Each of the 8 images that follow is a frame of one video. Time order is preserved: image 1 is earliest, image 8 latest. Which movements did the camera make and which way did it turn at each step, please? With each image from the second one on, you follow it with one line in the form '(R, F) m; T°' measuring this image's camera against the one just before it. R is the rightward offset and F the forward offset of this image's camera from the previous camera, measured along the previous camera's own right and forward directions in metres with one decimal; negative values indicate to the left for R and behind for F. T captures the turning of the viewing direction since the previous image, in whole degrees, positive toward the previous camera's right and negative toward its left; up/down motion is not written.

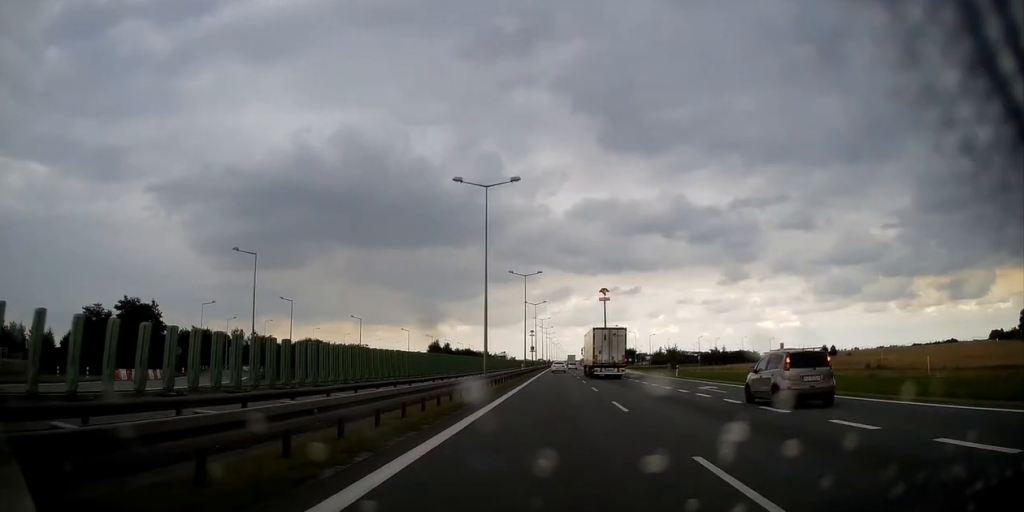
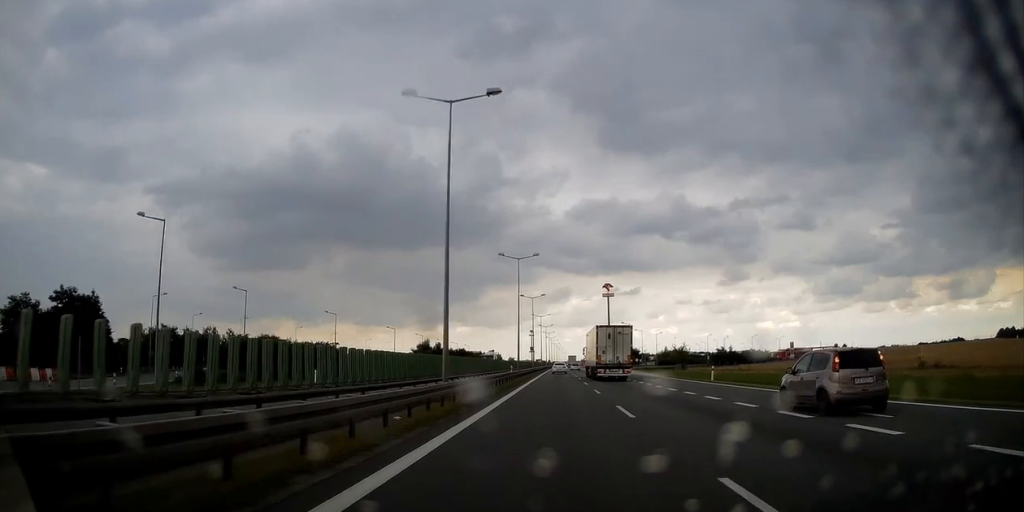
(-0.2, +13.5) m; 0°
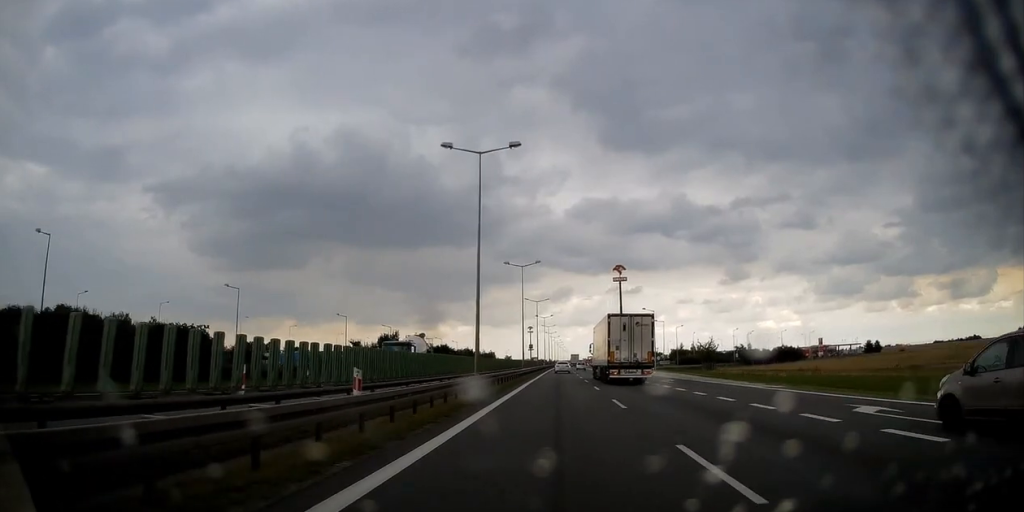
(0.0, +33.2) m; 0°
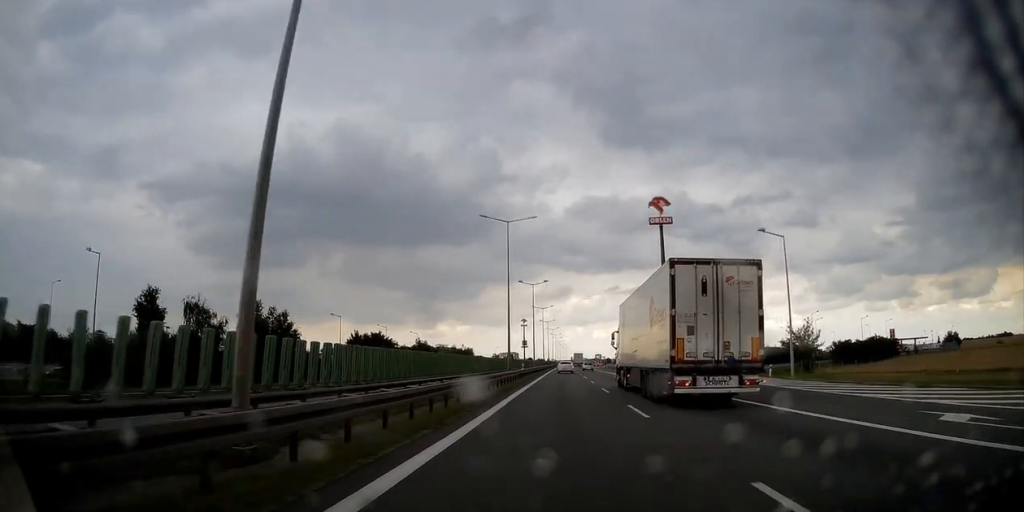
(+0.7, +62.9) m; +1°
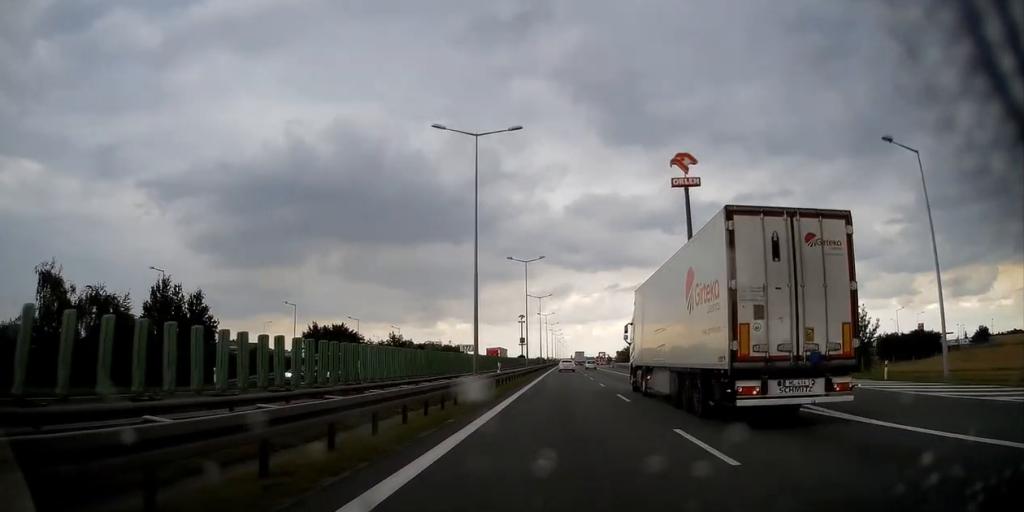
(+0.1, +18.9) m; 0°
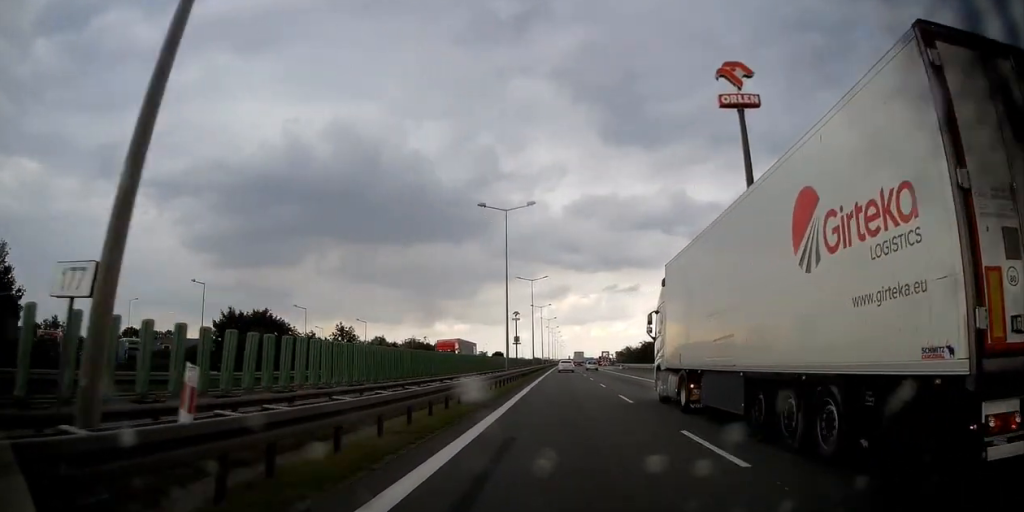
(-0.3, +23.1) m; 0°
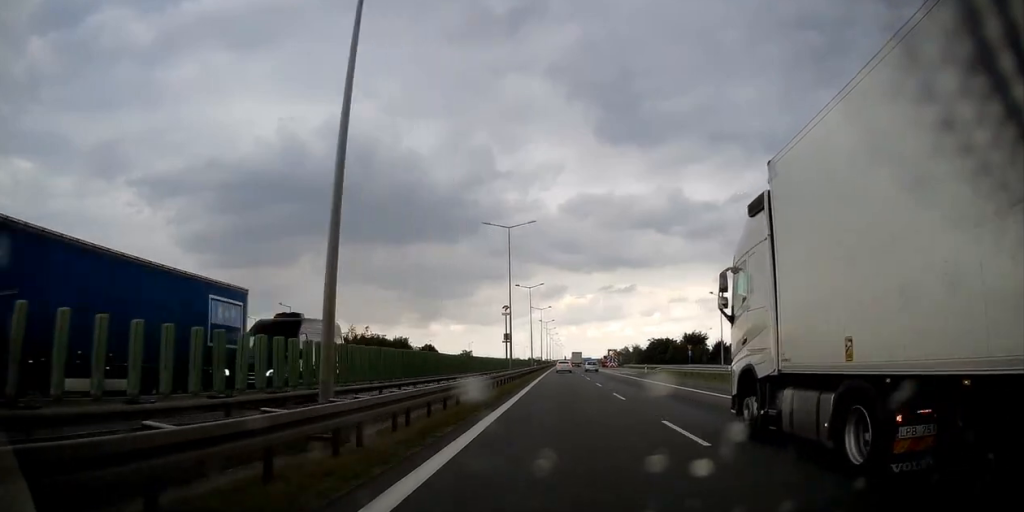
(+0.1, +34.4) m; 0°
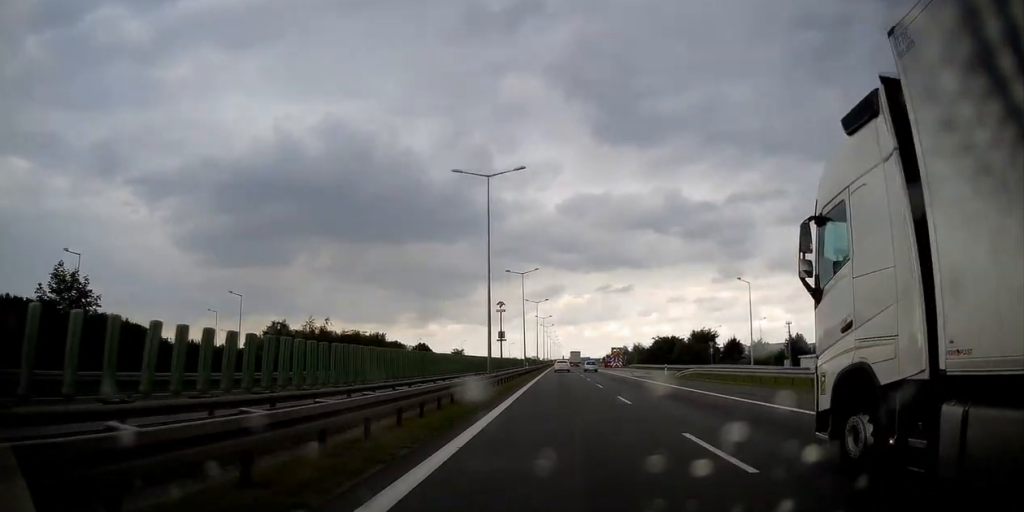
(0.0, +14.5) m; 0°
